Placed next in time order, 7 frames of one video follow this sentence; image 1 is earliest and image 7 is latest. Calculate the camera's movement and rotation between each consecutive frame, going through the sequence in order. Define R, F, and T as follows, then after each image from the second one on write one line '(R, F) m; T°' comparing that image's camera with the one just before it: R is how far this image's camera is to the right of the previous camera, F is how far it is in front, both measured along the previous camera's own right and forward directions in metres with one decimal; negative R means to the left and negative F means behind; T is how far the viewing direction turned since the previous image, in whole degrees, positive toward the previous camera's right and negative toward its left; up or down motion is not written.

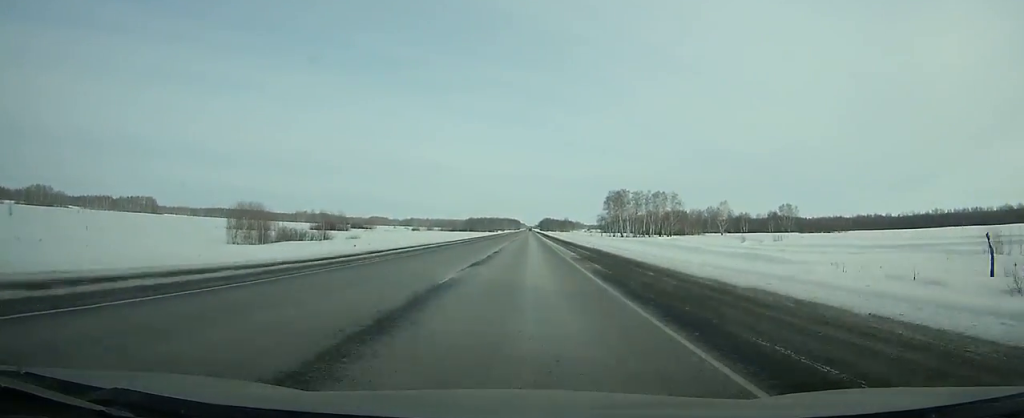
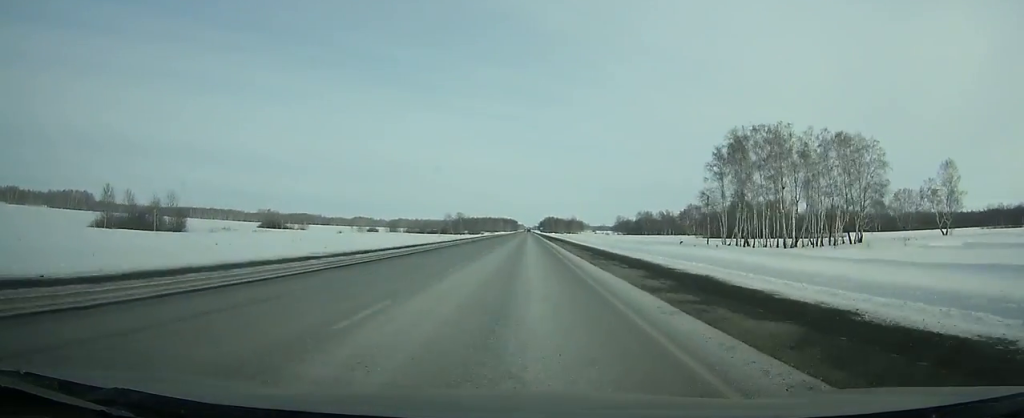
(+0.2, +137.3) m; 0°
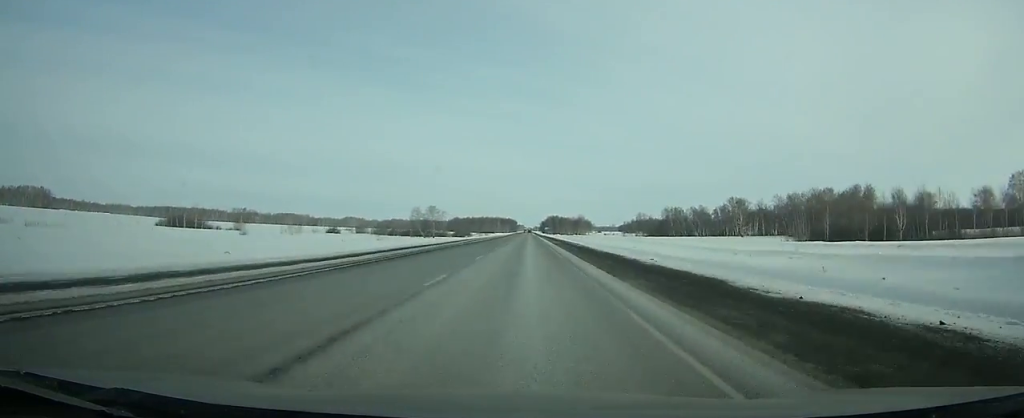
(0.0, +78.4) m; 0°
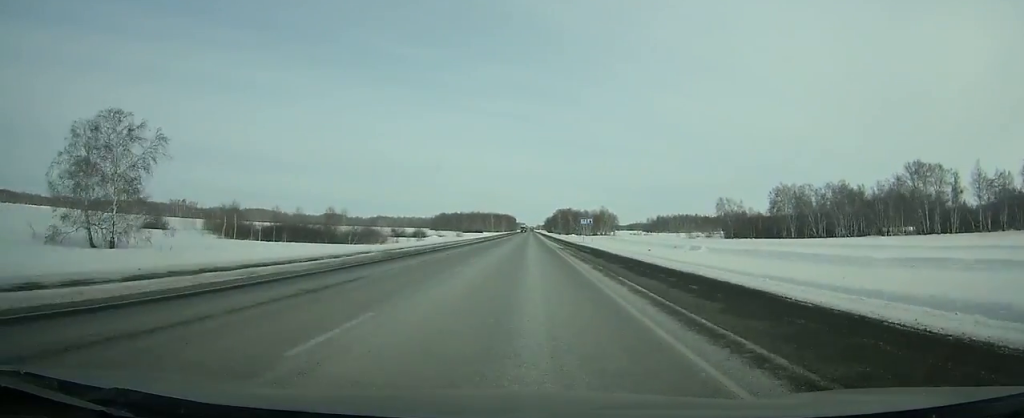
(-0.2, +152.7) m; 0°
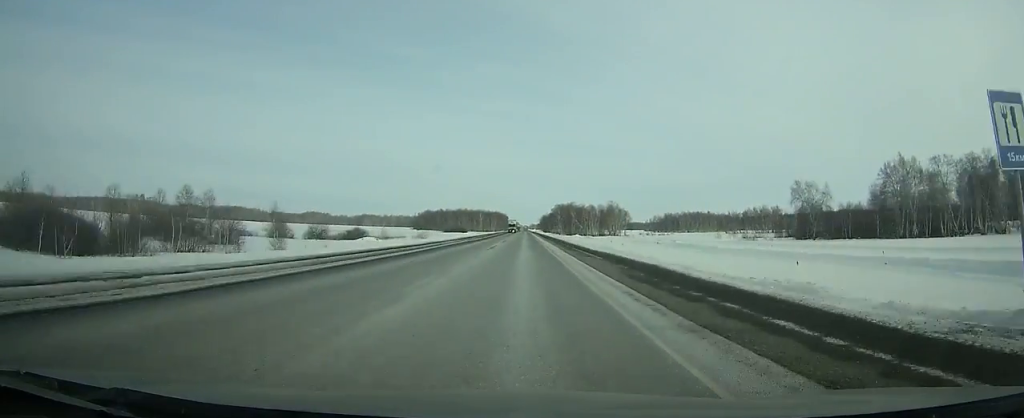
(0.0, +66.2) m; 0°
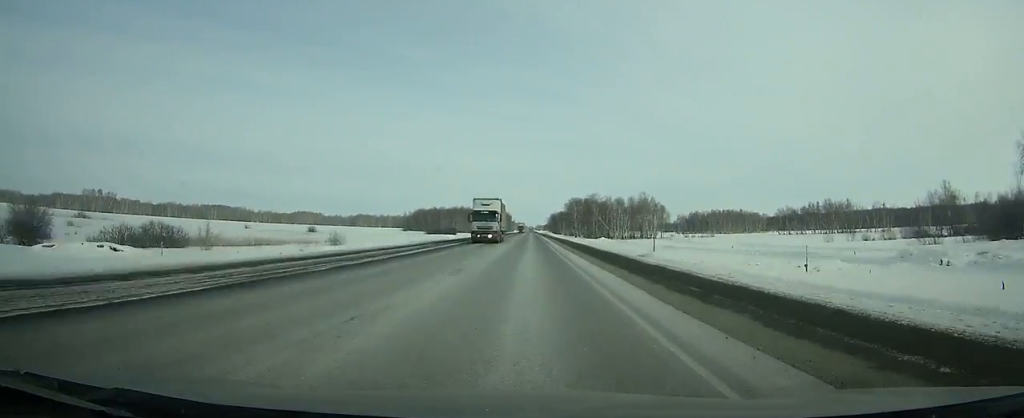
(+0.3, +74.3) m; 0°
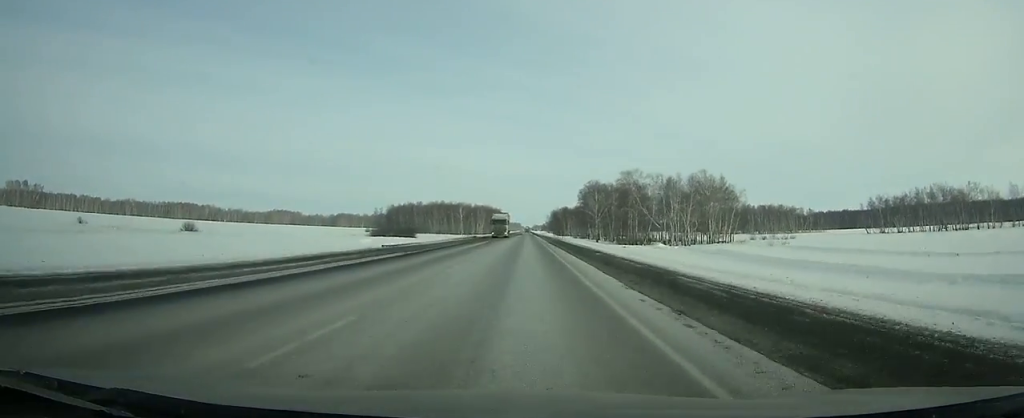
(-0.1, +88.0) m; 0°
